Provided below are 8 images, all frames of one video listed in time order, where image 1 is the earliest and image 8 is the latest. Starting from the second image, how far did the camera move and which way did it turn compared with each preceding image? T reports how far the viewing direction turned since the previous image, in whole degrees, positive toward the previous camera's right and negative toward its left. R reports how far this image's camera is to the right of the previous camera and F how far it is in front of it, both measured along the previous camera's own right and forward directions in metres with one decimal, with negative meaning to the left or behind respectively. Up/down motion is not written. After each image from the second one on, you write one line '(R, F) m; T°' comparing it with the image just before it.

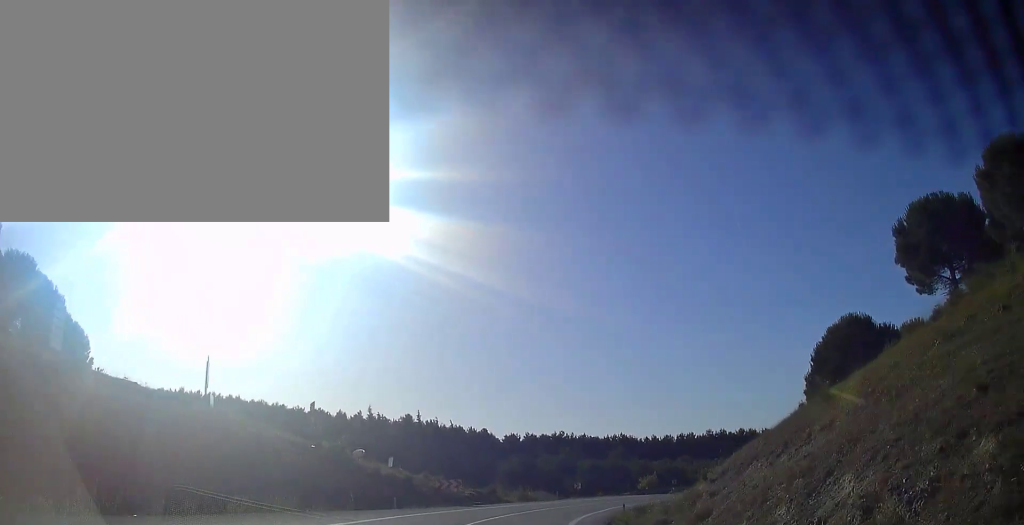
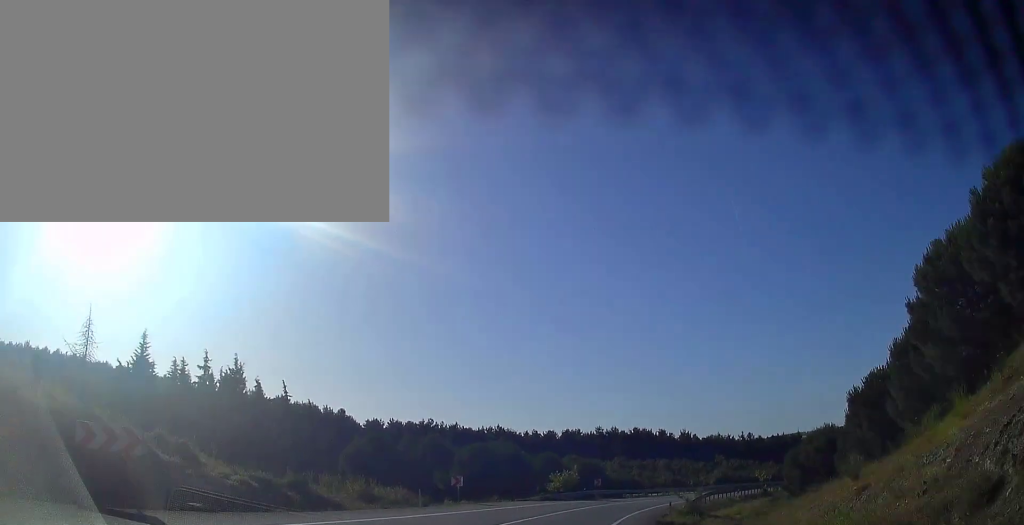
(+1.1, +29.2) m; +8°
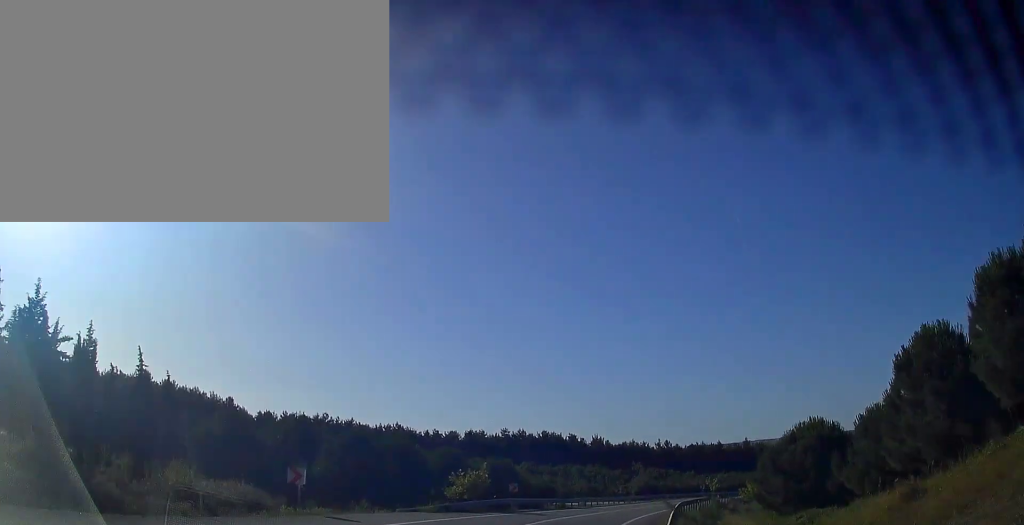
(+1.2, +15.3) m; +9°
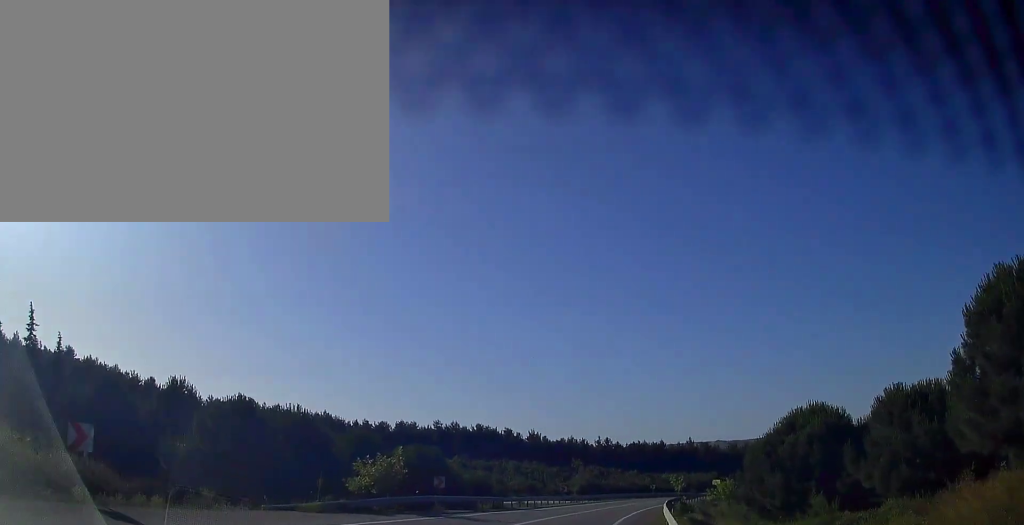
(+0.3, +9.6) m; +6°
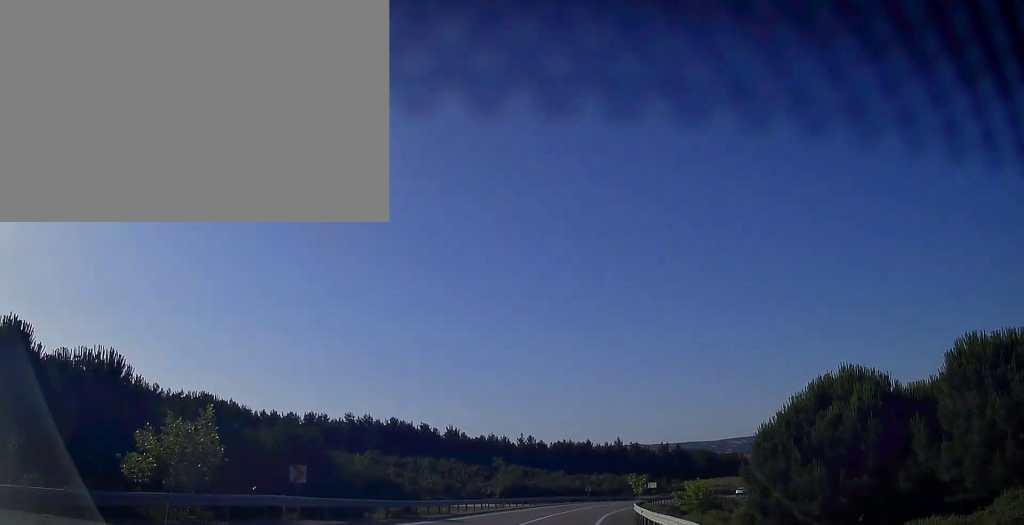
(+0.8, +11.7) m; +7°
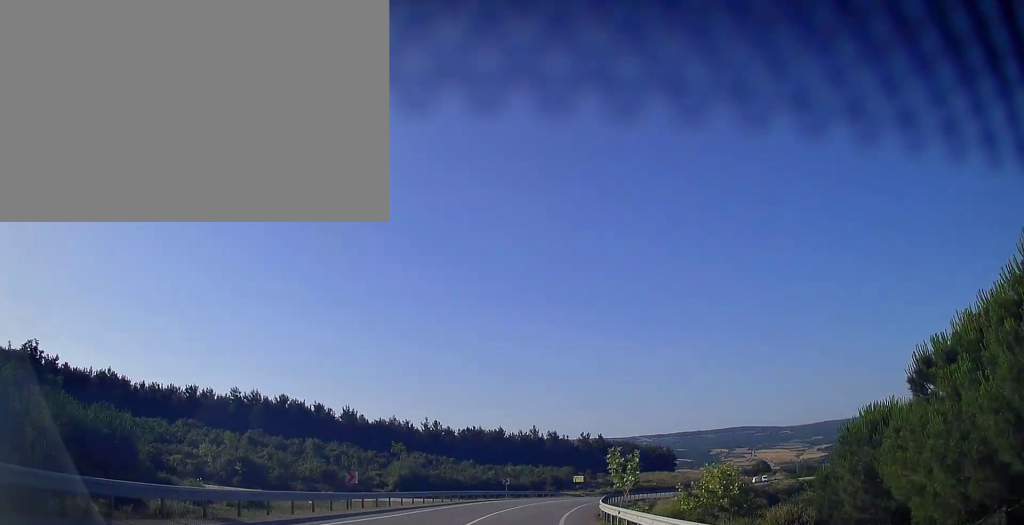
(+1.8, +19.4) m; +11°
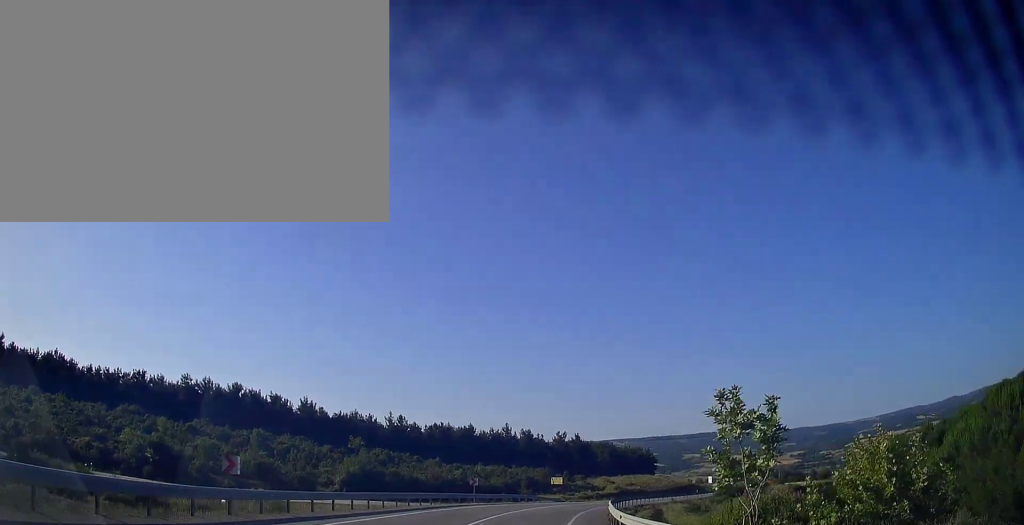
(+0.9, +12.2) m; +5°
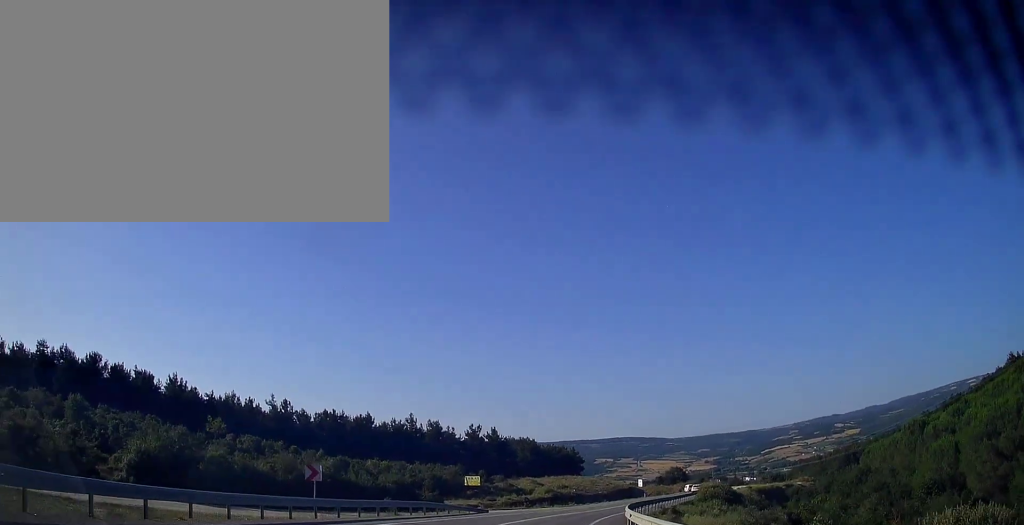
(+1.2, +23.8) m; +7°
